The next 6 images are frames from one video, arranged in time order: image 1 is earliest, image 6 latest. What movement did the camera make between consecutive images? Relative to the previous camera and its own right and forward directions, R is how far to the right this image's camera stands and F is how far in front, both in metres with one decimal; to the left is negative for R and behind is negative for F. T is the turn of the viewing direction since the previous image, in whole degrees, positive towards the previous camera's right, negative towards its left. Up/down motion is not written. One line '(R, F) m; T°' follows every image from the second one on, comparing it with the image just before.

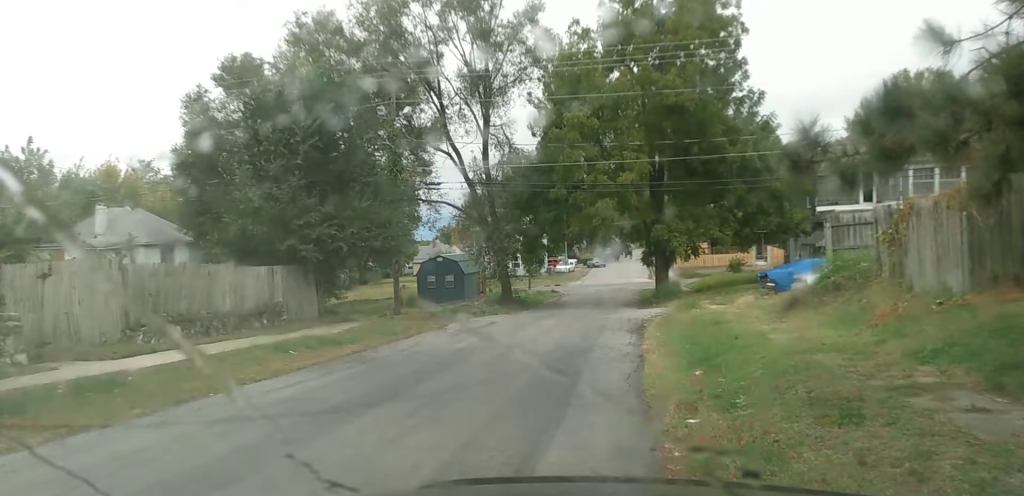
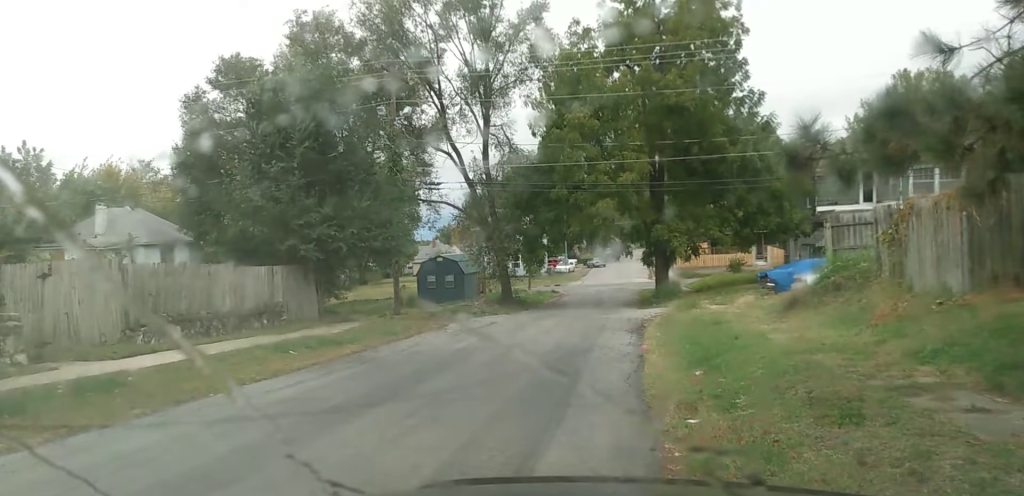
(0.0, 0.0) m; 0°
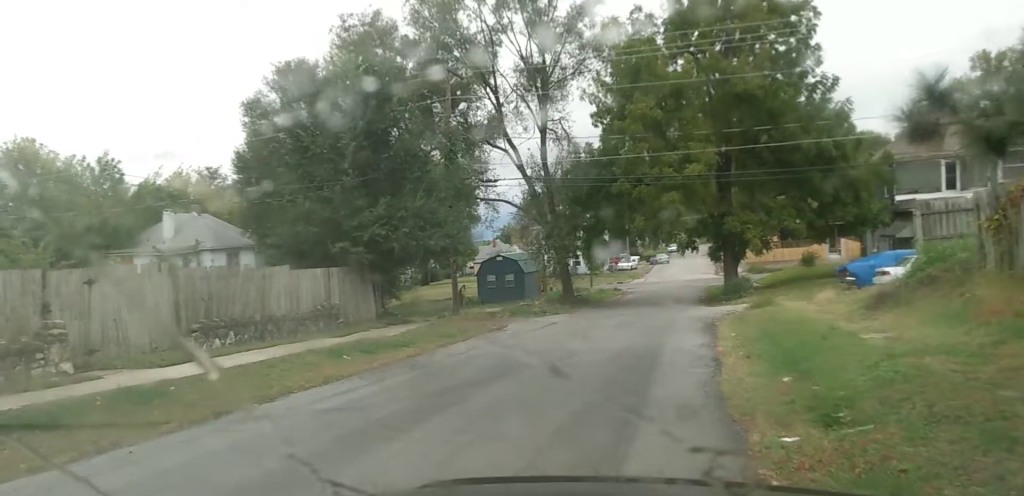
(-0.1, +0.4) m; 0°
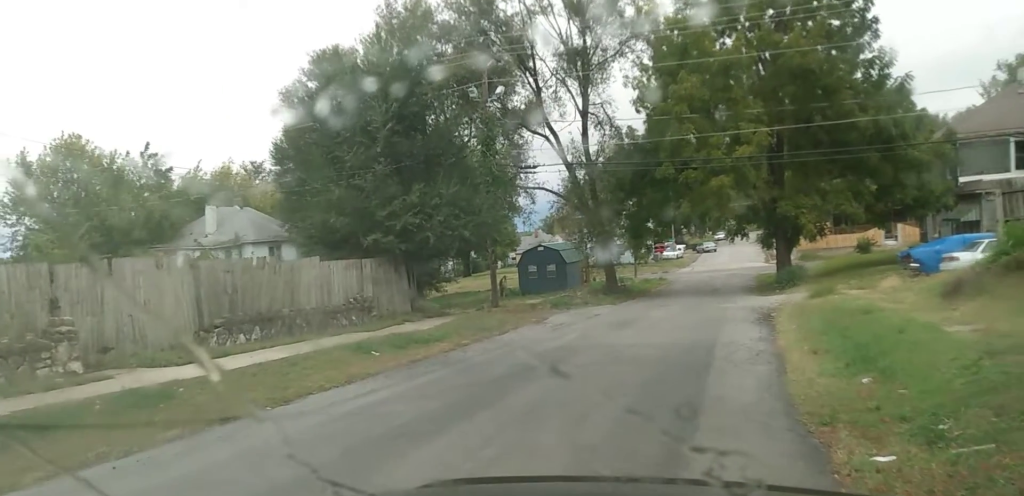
(-0.1, +0.6) m; 0°
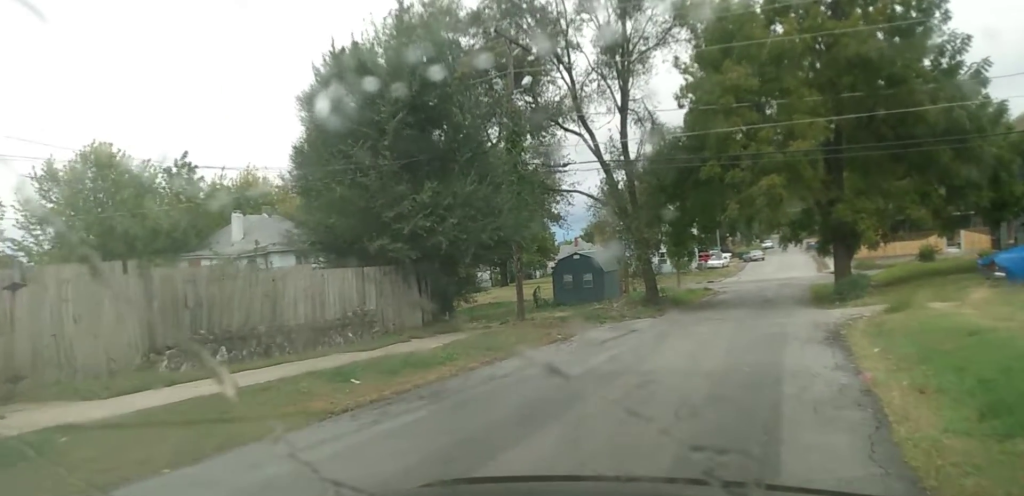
(0.0, +2.9) m; +1°
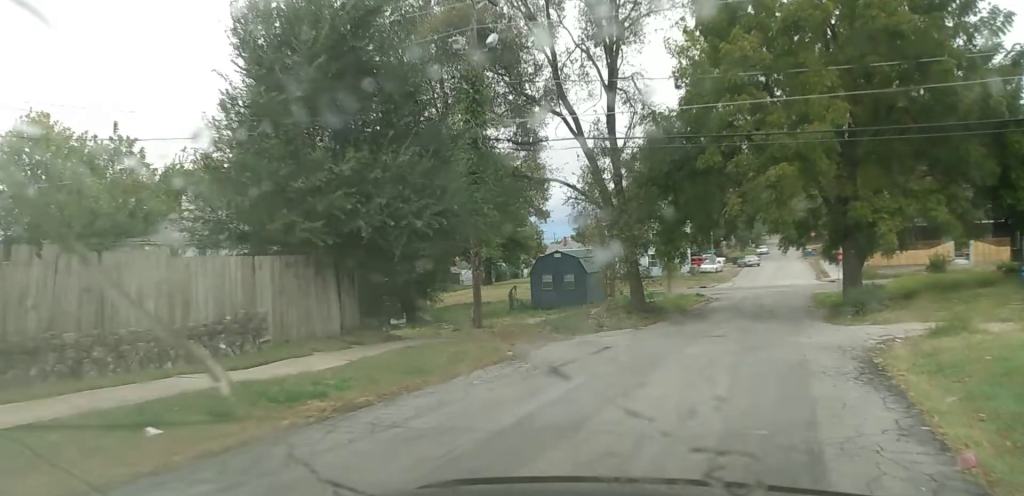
(+0.1, +4.3) m; -1°
